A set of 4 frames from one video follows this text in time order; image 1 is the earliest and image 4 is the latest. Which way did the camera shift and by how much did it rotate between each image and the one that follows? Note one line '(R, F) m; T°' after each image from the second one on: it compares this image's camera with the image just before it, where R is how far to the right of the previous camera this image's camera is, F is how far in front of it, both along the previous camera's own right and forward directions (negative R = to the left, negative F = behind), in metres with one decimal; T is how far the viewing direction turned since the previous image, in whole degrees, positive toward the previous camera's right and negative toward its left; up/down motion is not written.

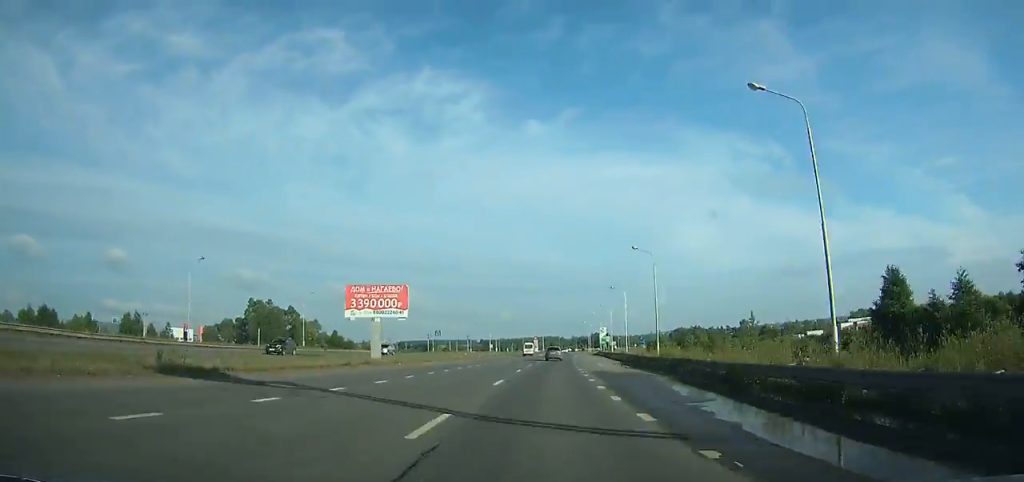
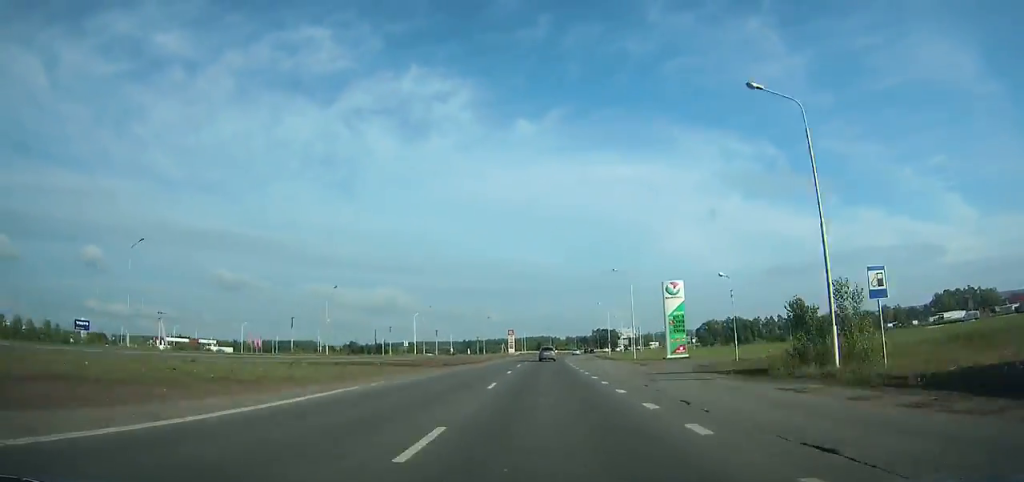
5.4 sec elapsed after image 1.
(+3.2, +132.4) m; +1°
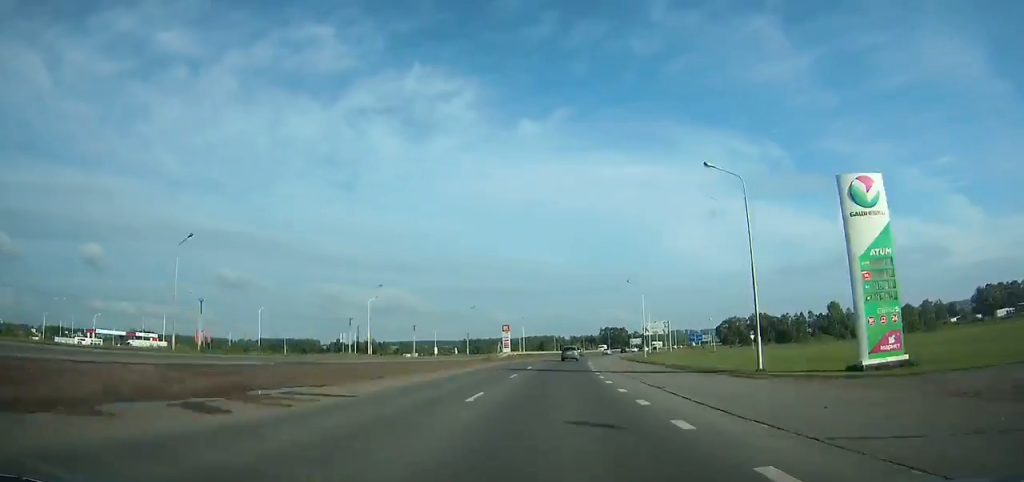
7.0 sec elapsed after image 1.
(-0.1, +39.2) m; +1°
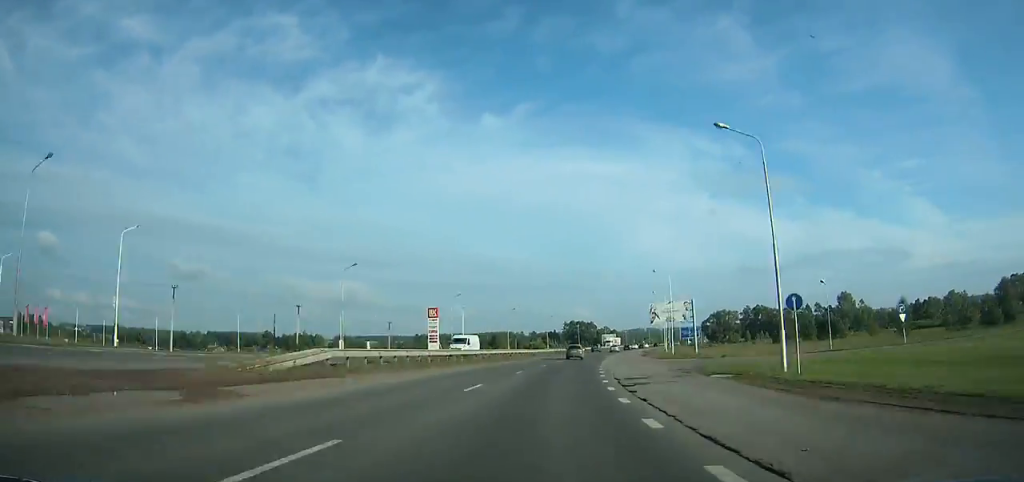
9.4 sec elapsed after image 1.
(-0.3, +58.5) m; +3°
